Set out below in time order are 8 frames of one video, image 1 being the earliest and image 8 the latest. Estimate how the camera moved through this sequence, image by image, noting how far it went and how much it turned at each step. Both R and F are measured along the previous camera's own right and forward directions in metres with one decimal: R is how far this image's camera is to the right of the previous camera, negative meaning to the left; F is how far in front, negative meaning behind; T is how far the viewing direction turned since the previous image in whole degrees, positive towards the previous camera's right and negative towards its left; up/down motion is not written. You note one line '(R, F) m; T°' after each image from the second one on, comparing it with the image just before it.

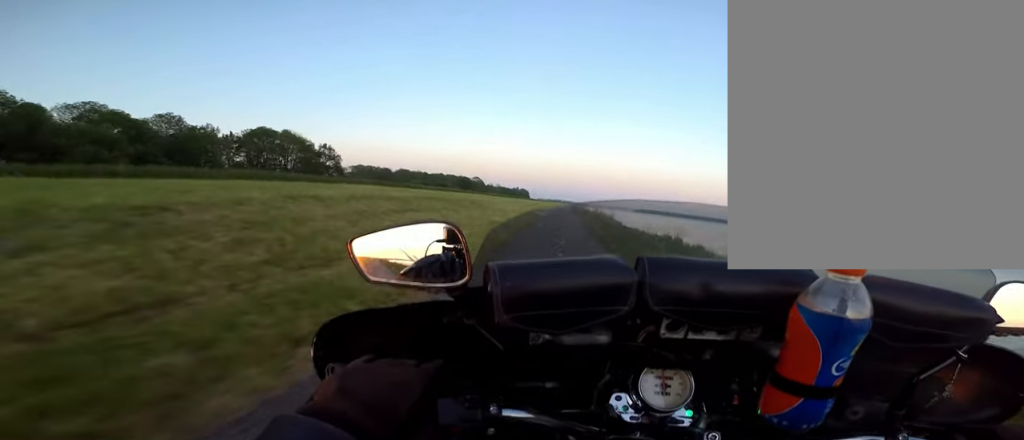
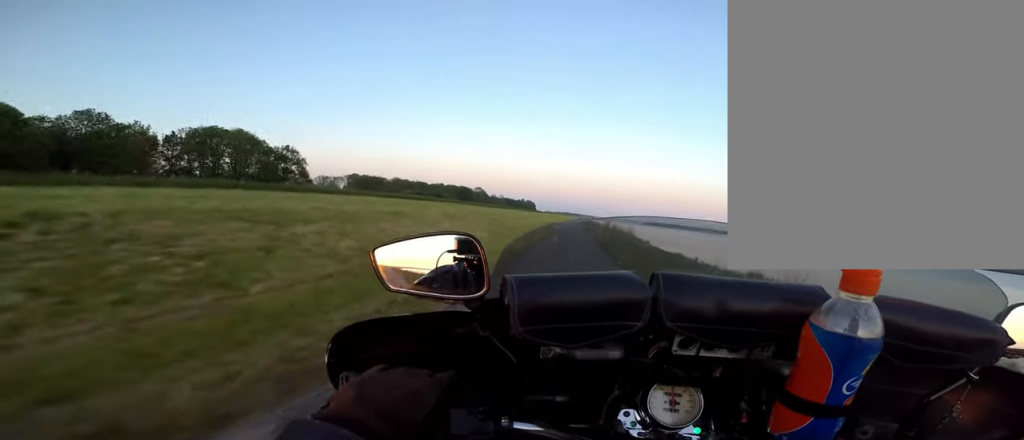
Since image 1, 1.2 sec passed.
(-0.8, +19.1) m; -3°
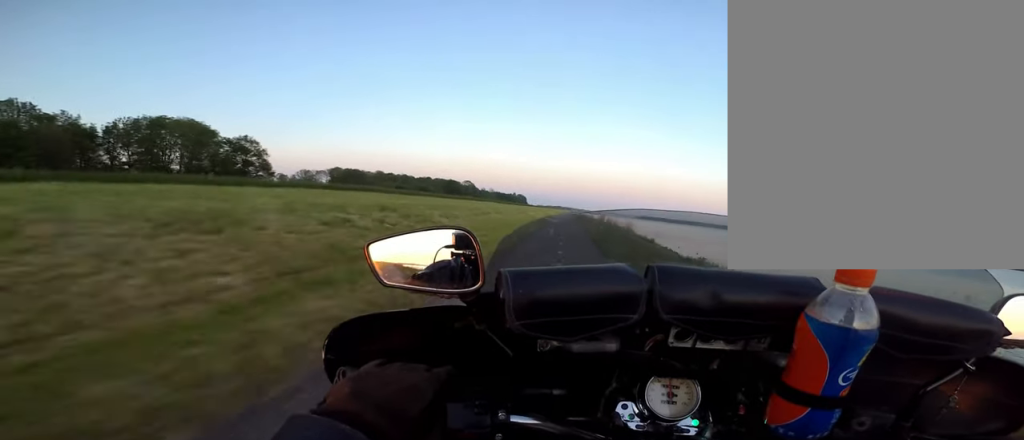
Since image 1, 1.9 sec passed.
(-0.6, +9.4) m; +1°
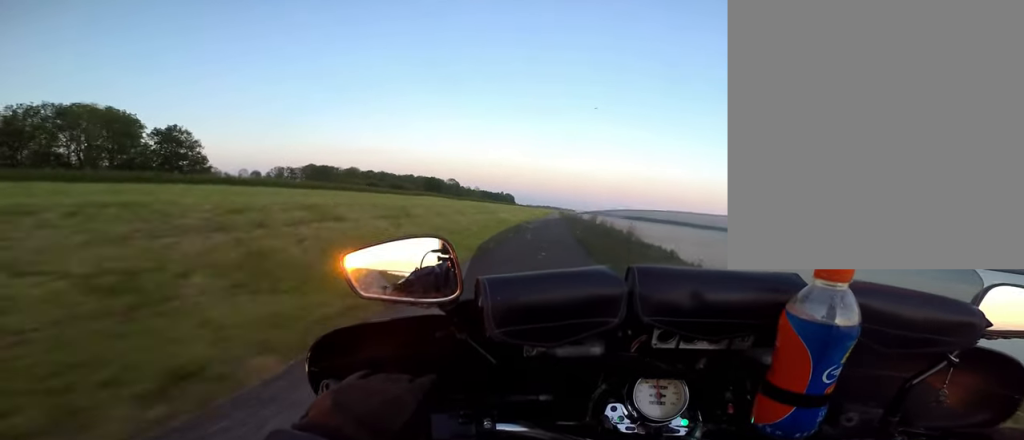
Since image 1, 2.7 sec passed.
(+1.5, +13.0) m; 0°
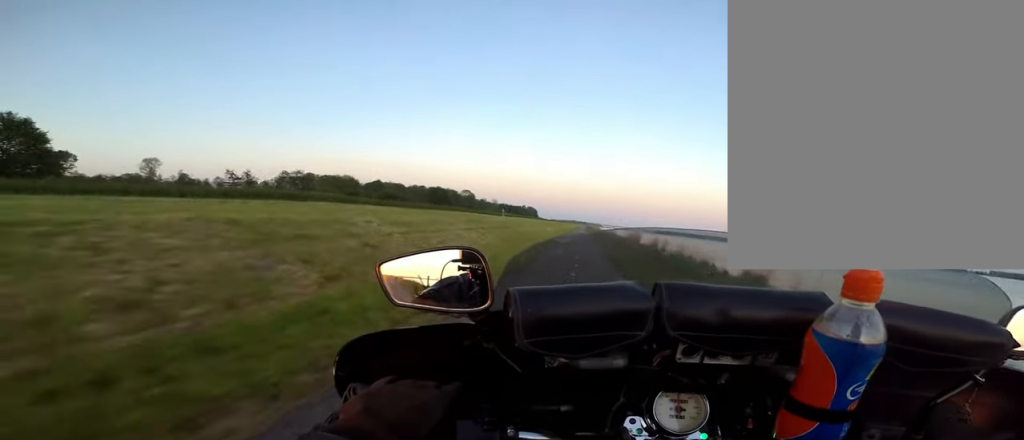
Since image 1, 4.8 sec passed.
(-1.1, +30.8) m; 0°
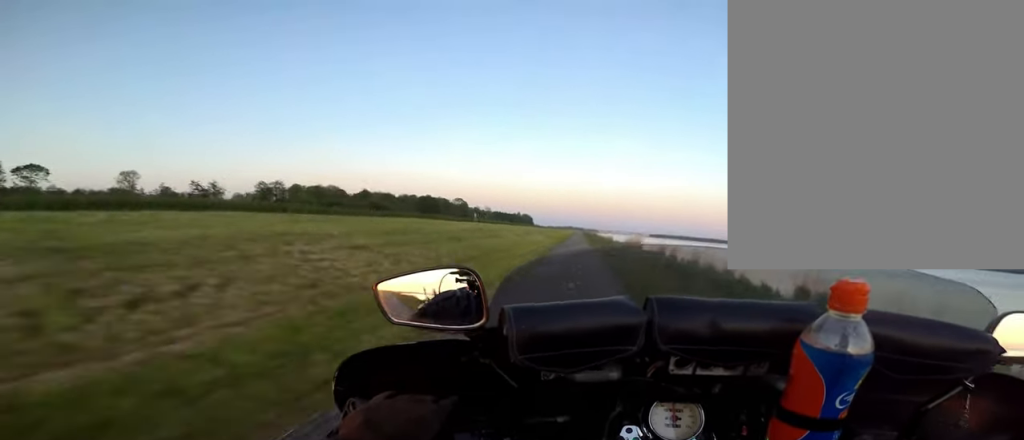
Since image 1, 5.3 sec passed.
(-0.3, +6.7) m; 0°
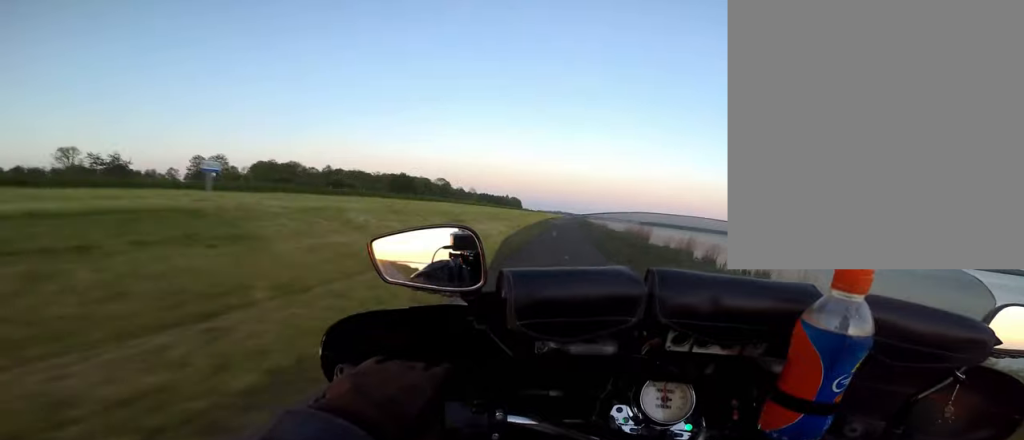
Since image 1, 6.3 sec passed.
(+0.1, +15.2) m; -1°
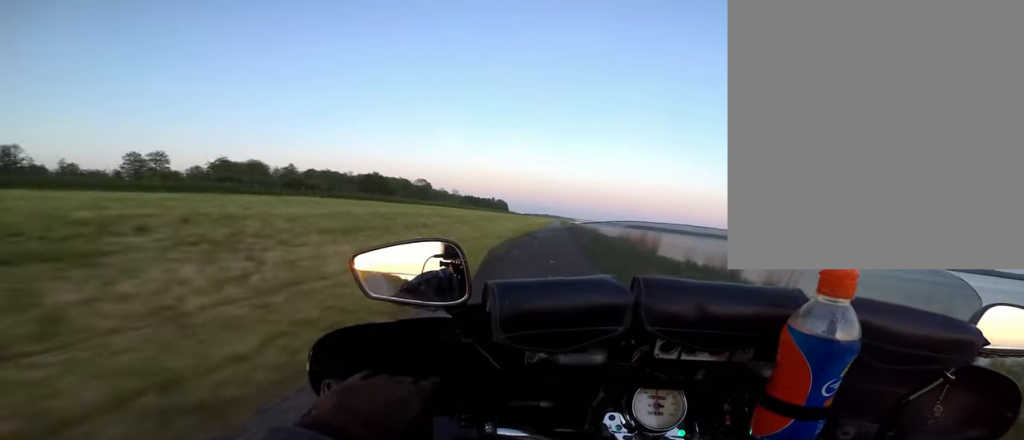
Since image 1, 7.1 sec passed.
(-0.1, +11.5) m; -1°
